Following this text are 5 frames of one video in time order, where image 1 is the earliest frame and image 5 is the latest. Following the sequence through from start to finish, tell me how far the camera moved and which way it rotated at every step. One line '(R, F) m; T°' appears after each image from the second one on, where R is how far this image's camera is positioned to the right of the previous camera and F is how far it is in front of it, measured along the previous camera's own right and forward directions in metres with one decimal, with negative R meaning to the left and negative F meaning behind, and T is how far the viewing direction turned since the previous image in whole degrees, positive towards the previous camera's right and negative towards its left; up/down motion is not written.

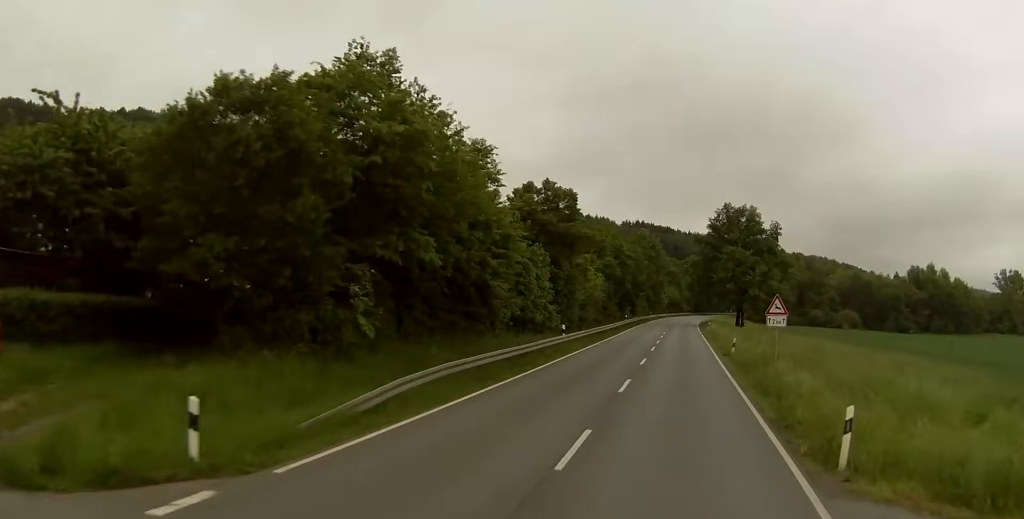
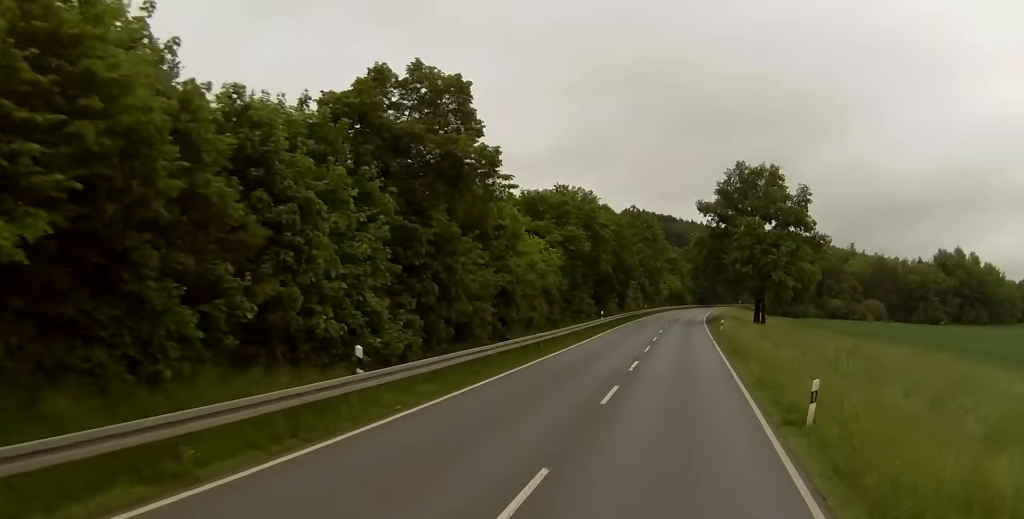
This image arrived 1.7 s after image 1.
(+0.4, +33.5) m; 0°
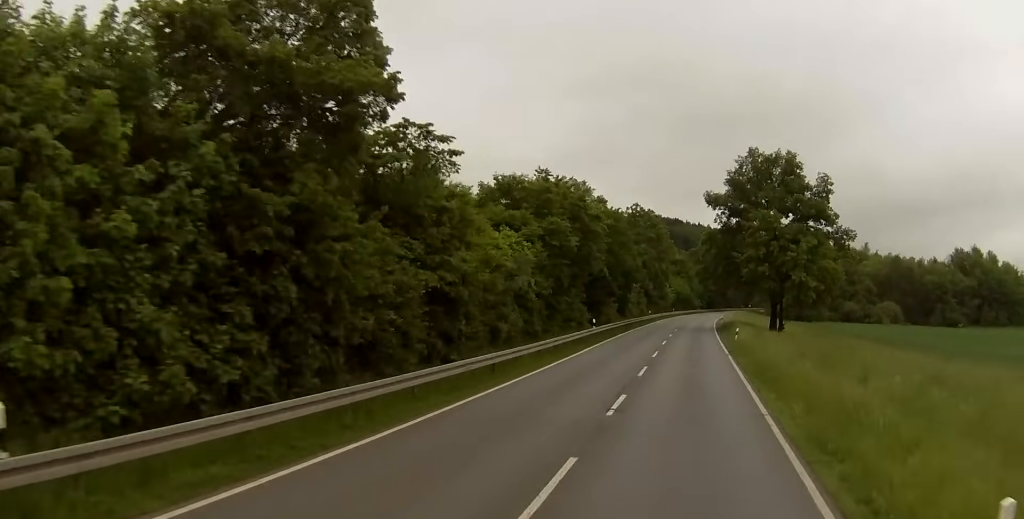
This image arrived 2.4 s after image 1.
(-0.1, +11.3) m; 0°
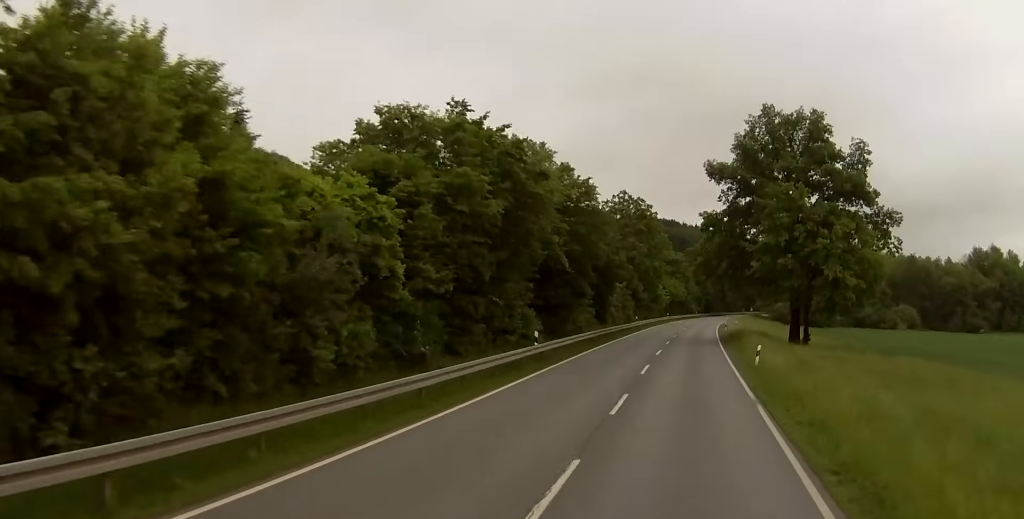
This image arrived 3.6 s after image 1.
(-0.1, +20.4) m; 0°
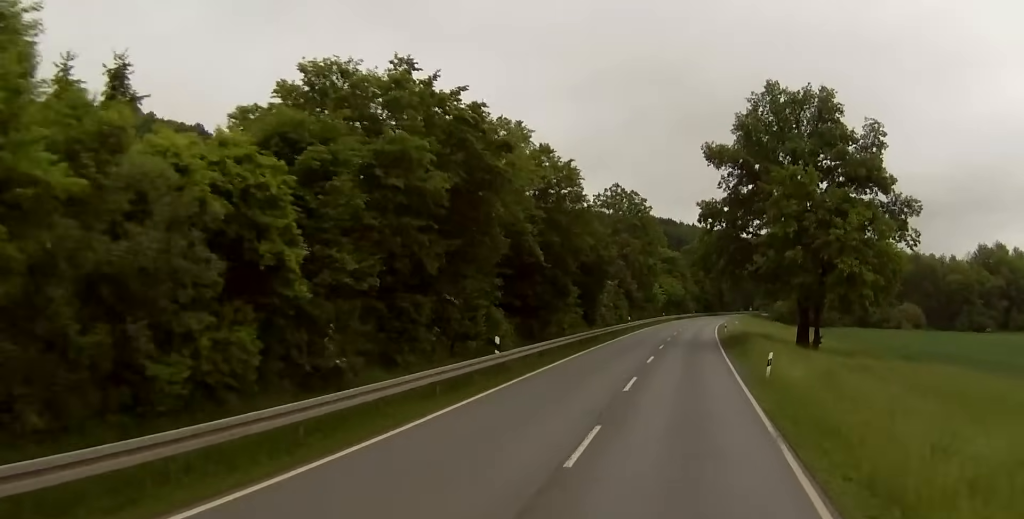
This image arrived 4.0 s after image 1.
(+0.1, +6.7) m; 0°
